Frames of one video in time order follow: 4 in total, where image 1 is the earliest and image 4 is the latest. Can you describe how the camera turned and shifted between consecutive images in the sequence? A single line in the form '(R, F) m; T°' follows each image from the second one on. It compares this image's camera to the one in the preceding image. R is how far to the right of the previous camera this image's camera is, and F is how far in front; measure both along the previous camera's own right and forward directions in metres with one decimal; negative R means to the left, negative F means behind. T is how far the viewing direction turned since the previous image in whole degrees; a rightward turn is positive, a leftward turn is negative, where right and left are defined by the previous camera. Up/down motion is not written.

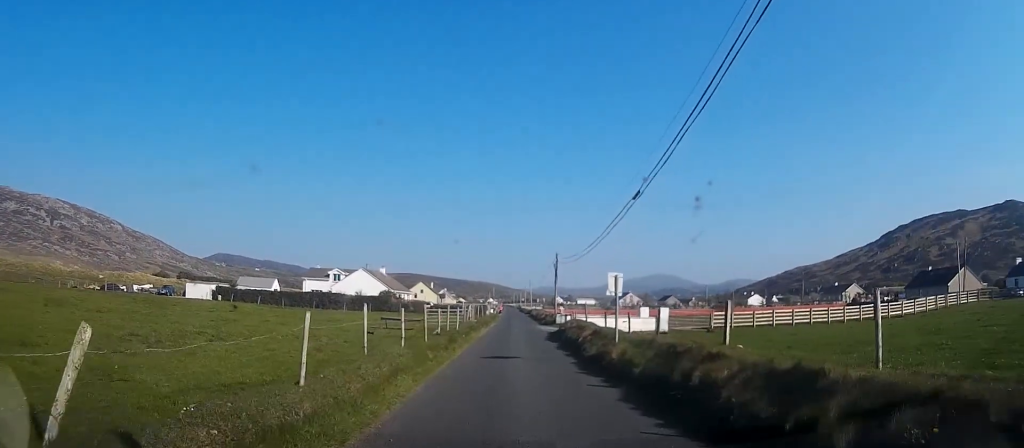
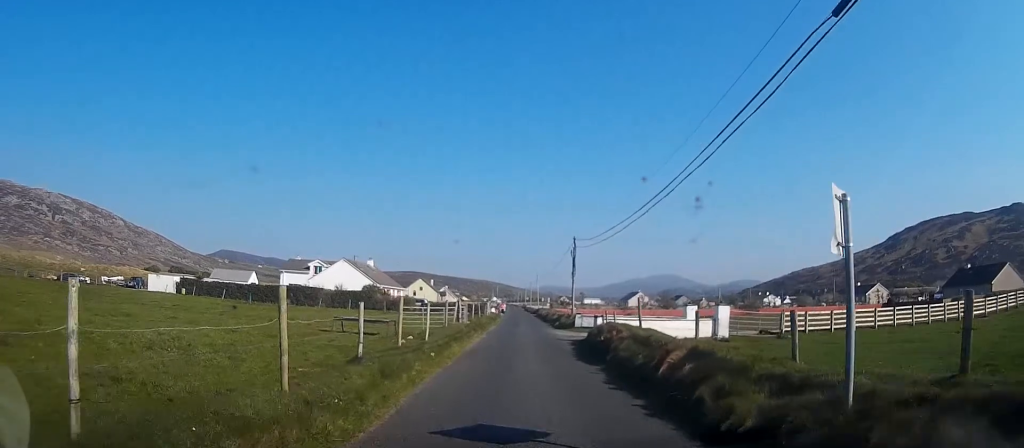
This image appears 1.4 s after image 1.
(0.0, +11.2) m; -2°
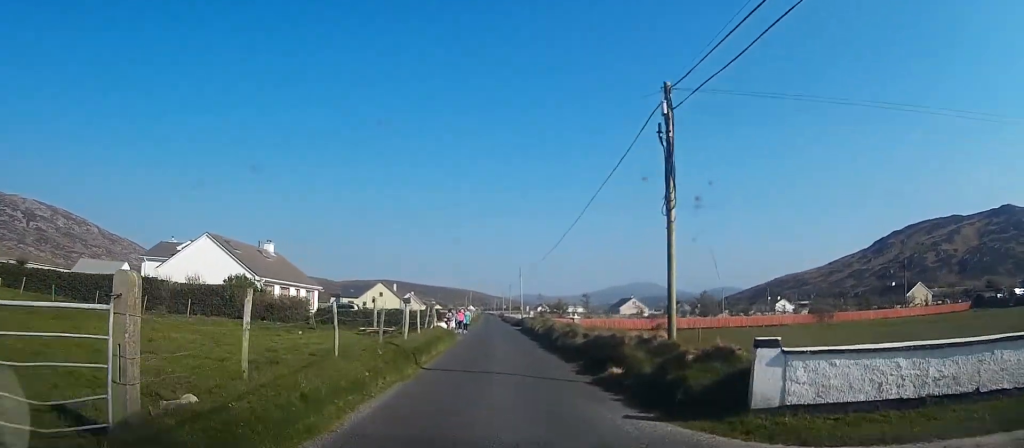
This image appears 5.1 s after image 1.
(+1.2, +28.9) m; +4°
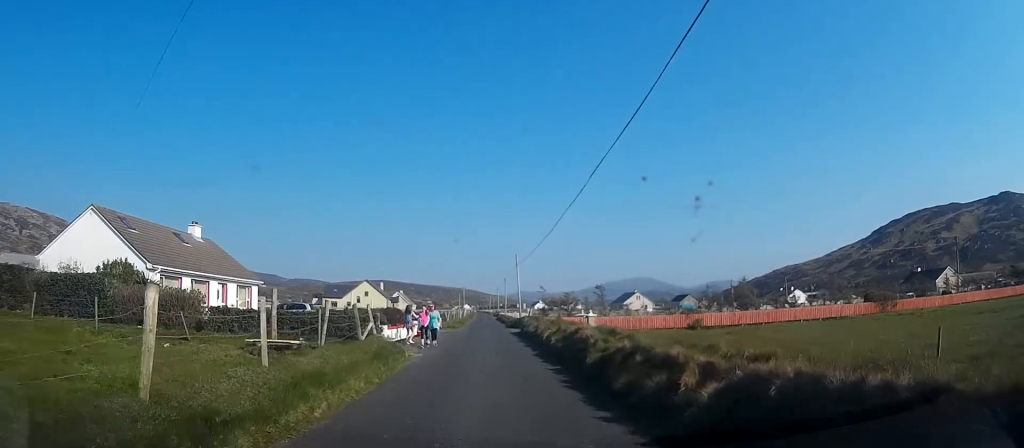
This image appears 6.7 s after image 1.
(+0.5, +13.1) m; -2°
